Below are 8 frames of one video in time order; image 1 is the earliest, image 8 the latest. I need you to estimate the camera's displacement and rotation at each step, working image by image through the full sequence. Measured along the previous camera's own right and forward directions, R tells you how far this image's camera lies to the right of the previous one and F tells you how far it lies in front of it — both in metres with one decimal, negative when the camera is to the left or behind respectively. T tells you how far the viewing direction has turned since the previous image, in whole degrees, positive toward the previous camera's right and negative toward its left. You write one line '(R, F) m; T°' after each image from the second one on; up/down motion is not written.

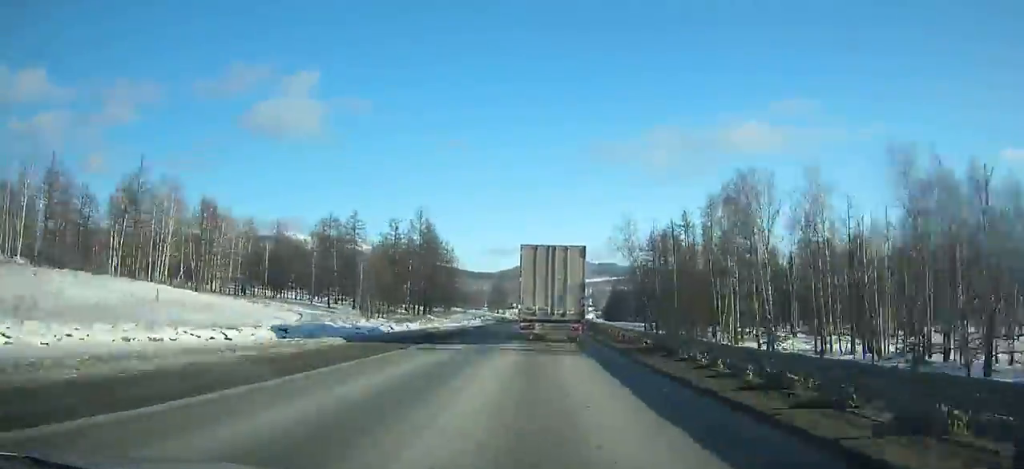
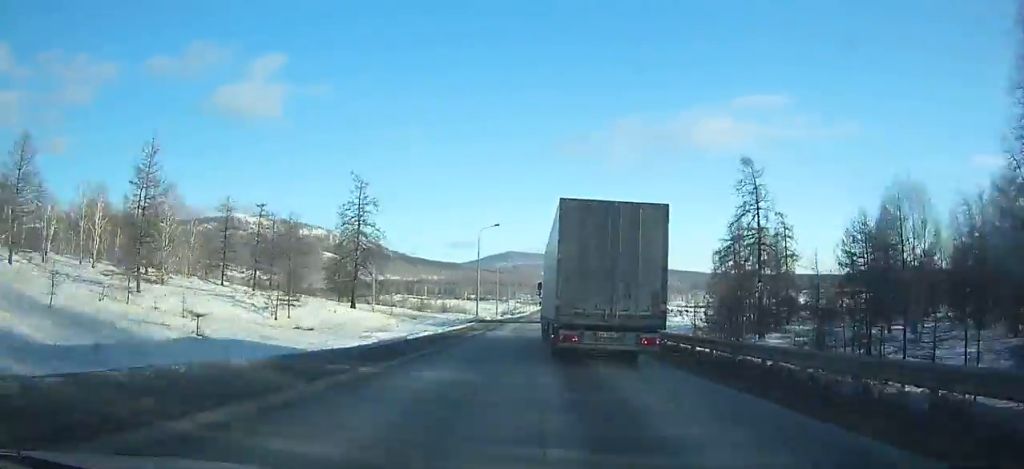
(+4.9, +149.2) m; +3°
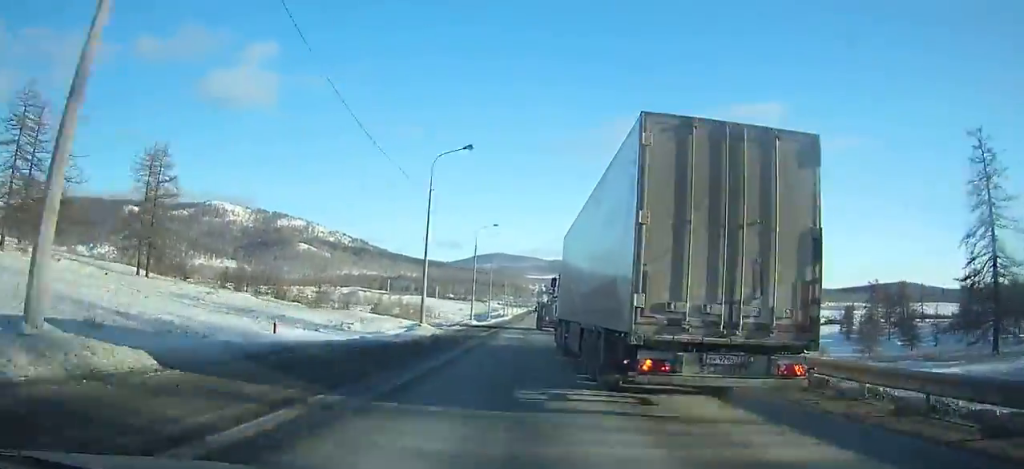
(+0.7, +66.0) m; +1°
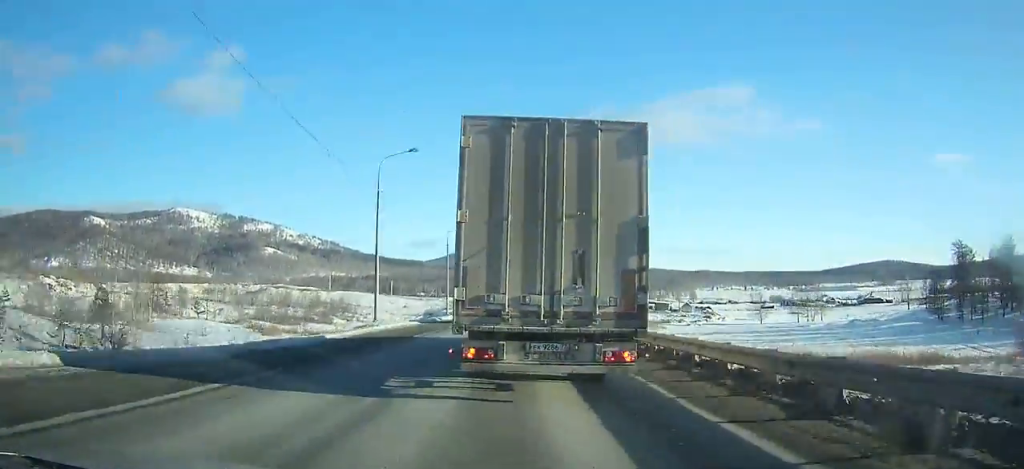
(+0.9, +69.5) m; +1°
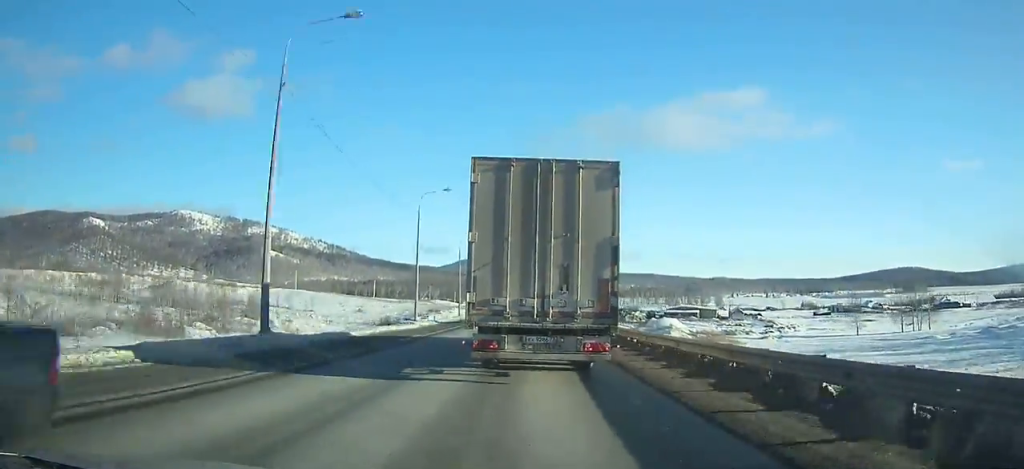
(0.0, +60.4) m; 0°
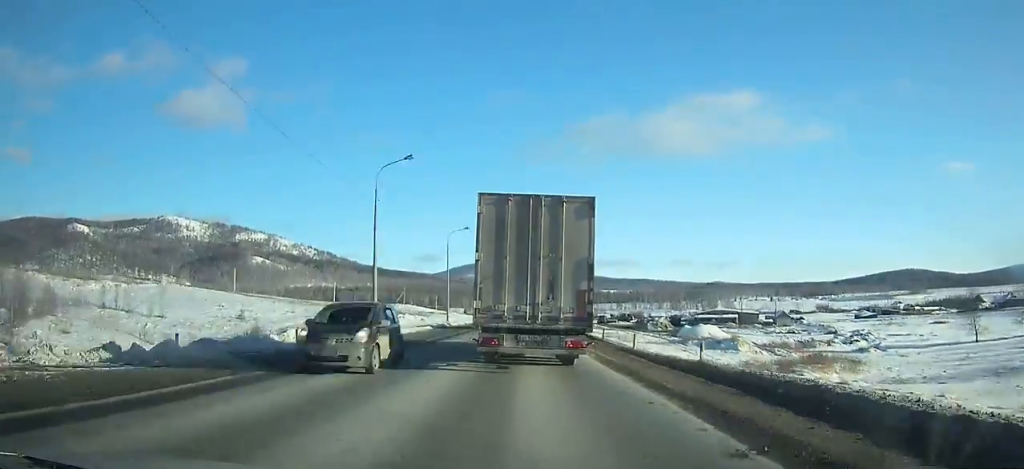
(-0.1, +49.1) m; 0°
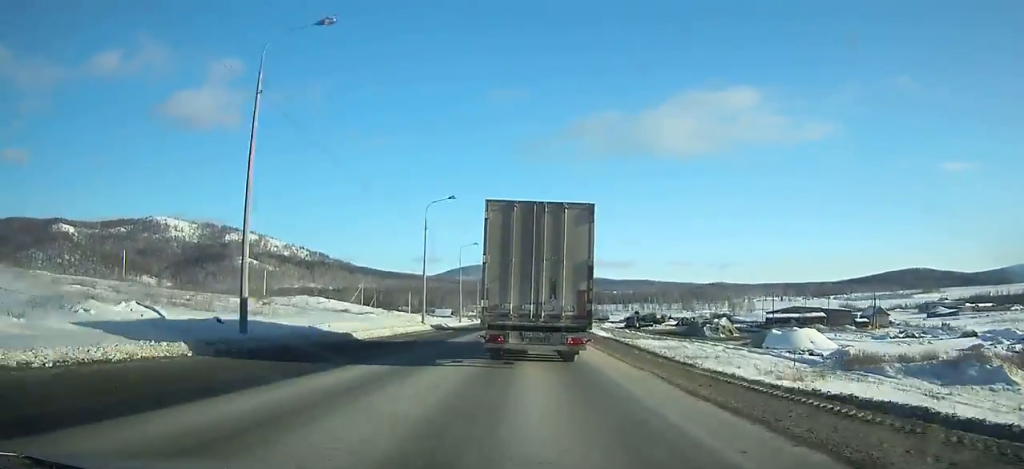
(+0.1, +55.0) m; 0°
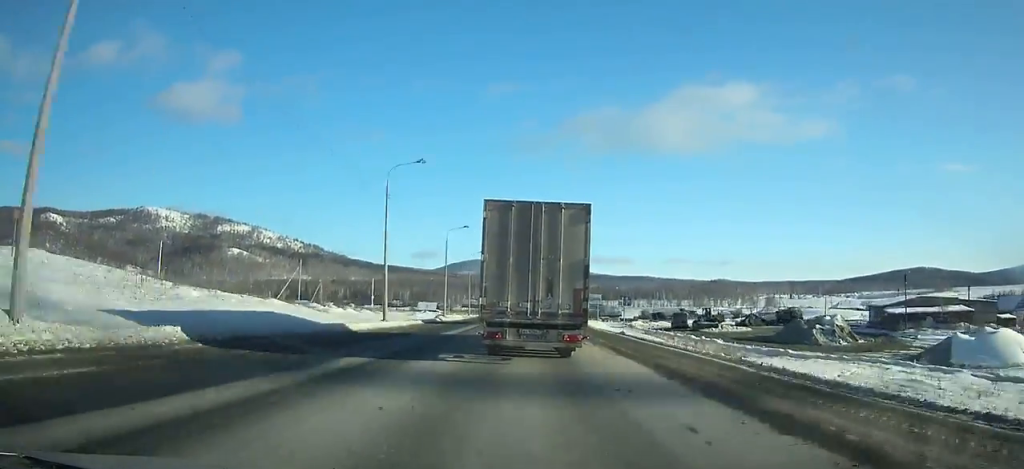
(+0.1, +44.8) m; 0°
